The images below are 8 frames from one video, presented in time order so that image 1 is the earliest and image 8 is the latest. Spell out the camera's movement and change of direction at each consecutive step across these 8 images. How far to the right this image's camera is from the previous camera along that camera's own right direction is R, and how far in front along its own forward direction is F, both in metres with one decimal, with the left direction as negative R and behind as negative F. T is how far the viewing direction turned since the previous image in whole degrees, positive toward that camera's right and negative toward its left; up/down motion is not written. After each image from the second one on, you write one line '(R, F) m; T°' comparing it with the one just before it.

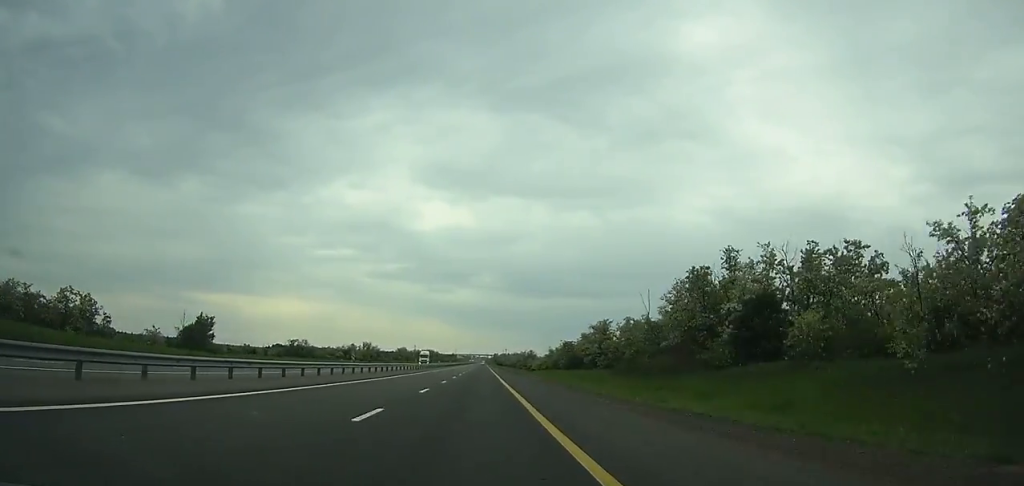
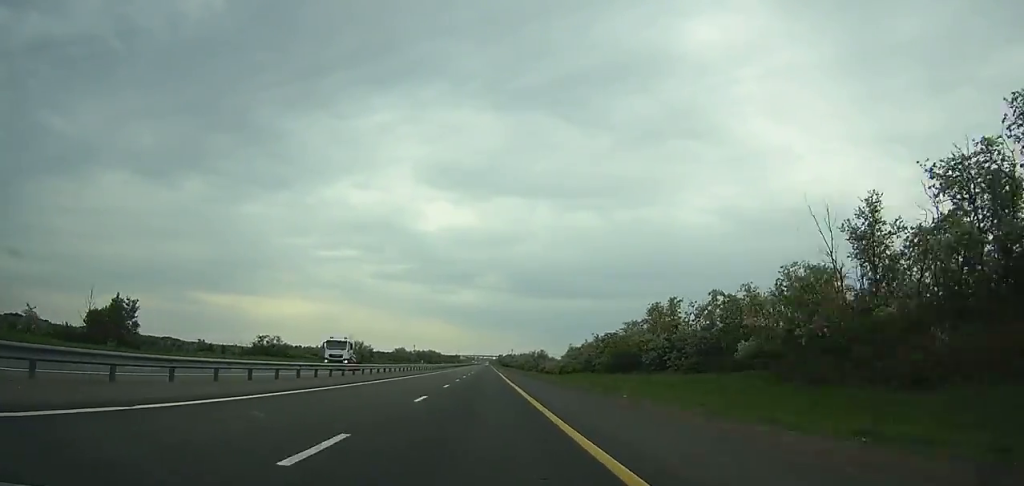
(-0.1, +38.7) m; 0°
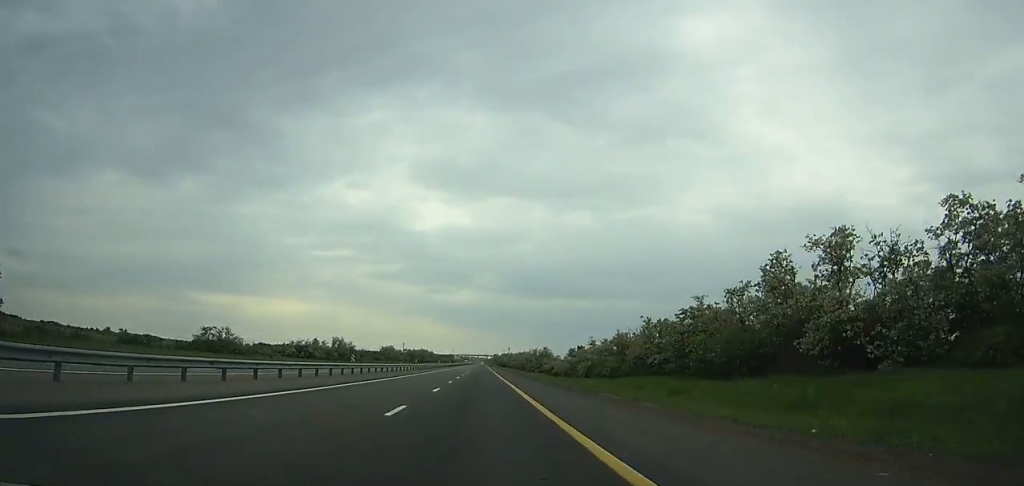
(-0.1, +37.5) m; 0°
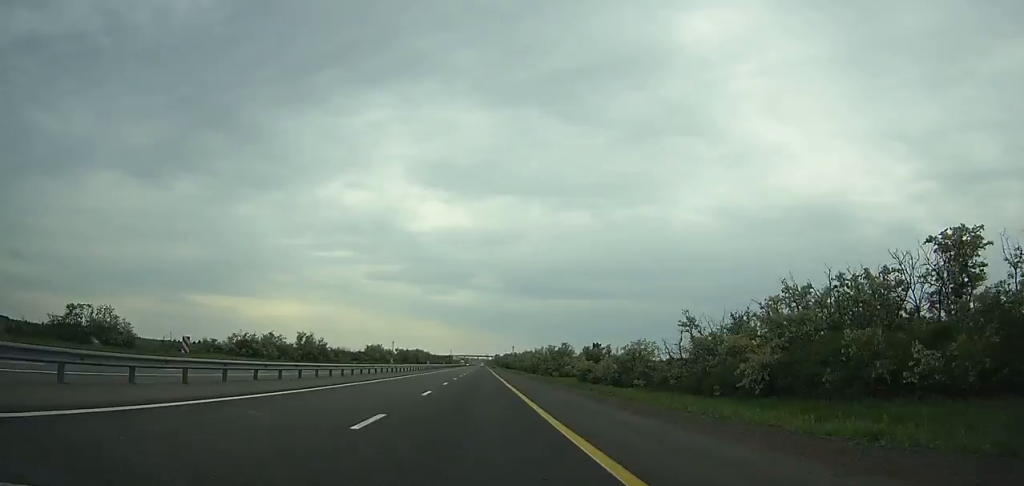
(+0.1, +57.0) m; 0°
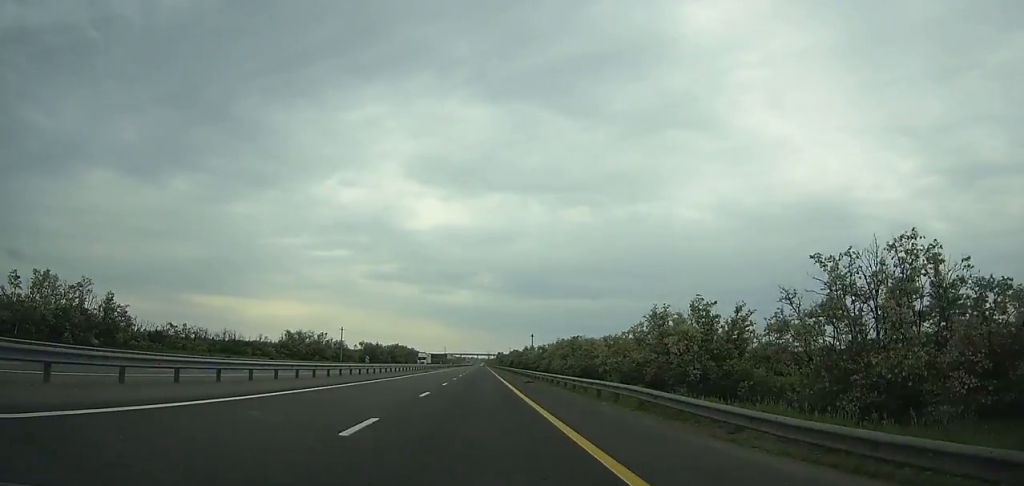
(0.0, +161.9) m; 0°
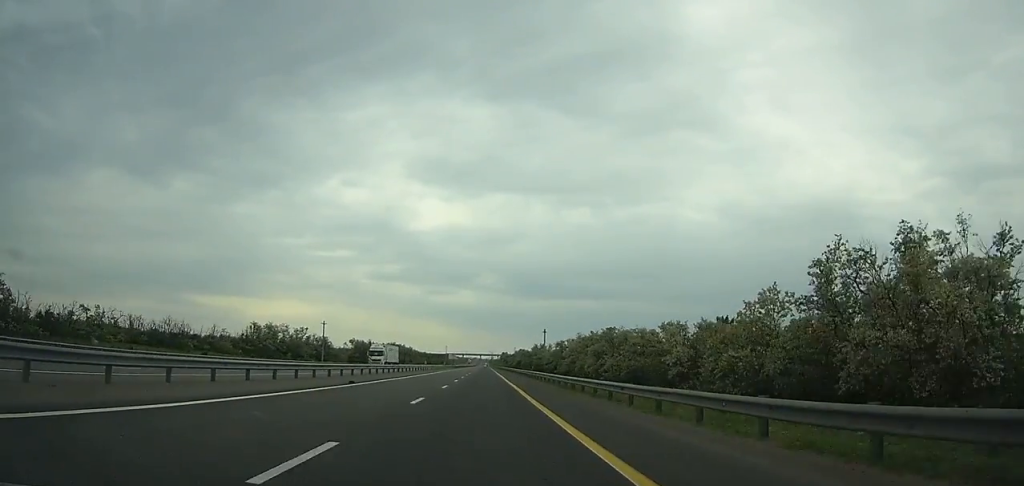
(0.0, +39.7) m; 0°
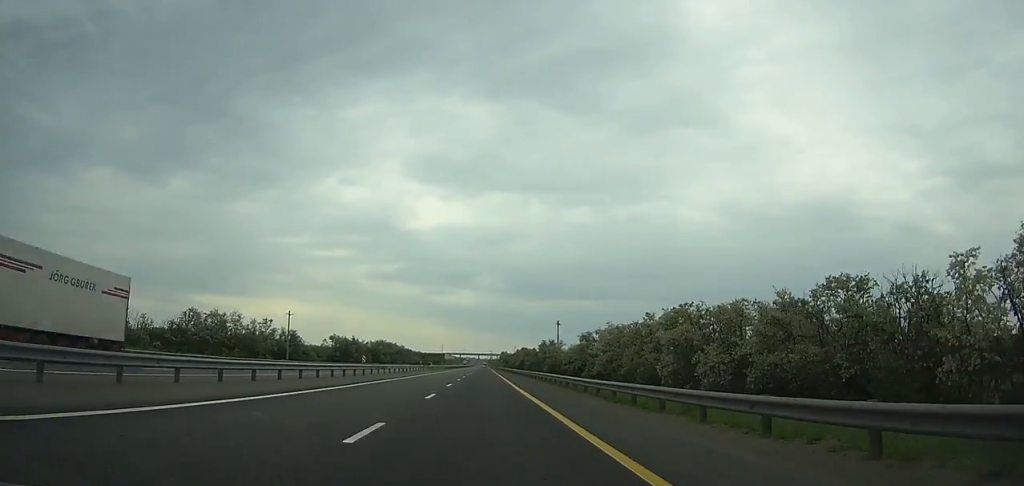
(+0.1, +44.6) m; 0°
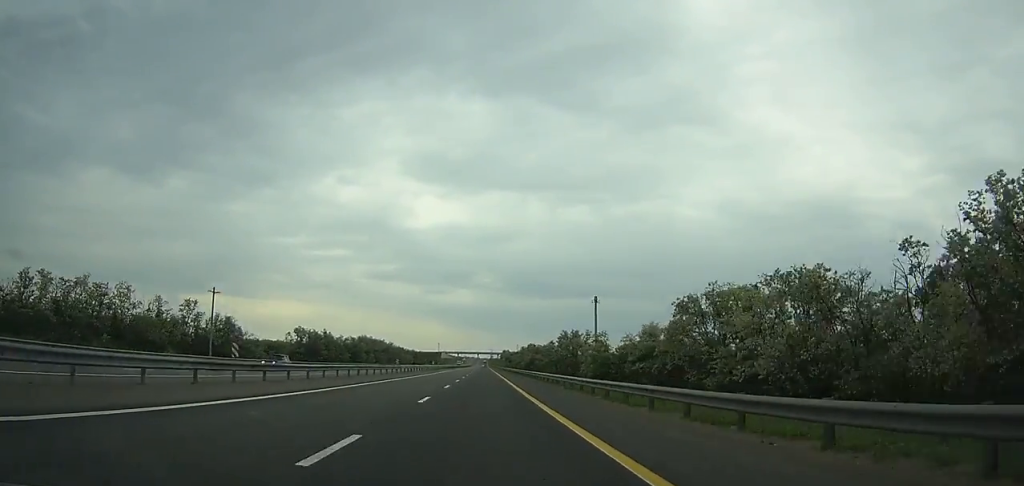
(0.0, +61.6) m; 0°
